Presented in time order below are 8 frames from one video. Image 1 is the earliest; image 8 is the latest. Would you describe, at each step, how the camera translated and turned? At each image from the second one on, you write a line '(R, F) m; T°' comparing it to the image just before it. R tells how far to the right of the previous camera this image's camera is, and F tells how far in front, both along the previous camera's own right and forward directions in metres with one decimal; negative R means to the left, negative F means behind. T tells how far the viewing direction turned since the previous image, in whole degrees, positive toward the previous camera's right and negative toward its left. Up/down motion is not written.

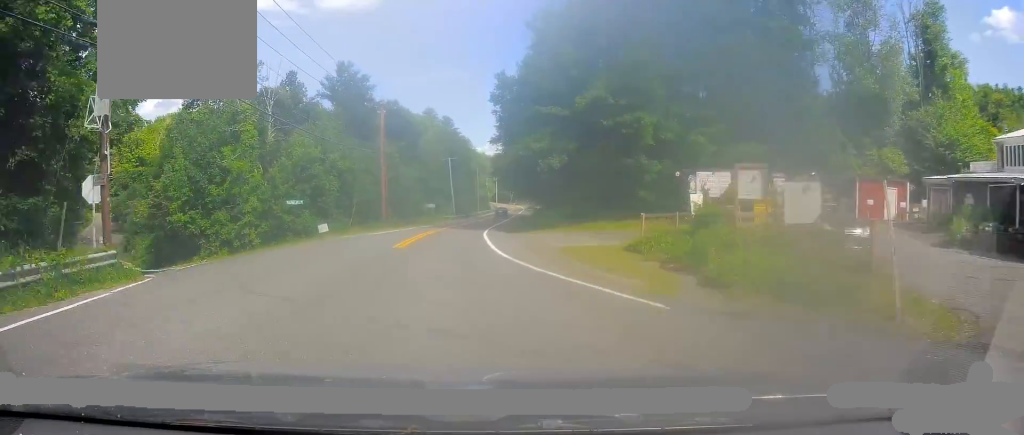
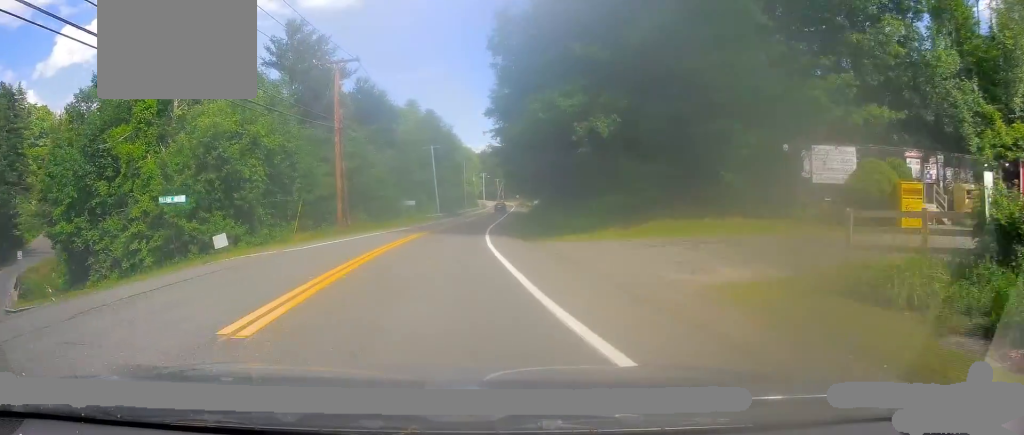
(0.0, +15.2) m; +1°
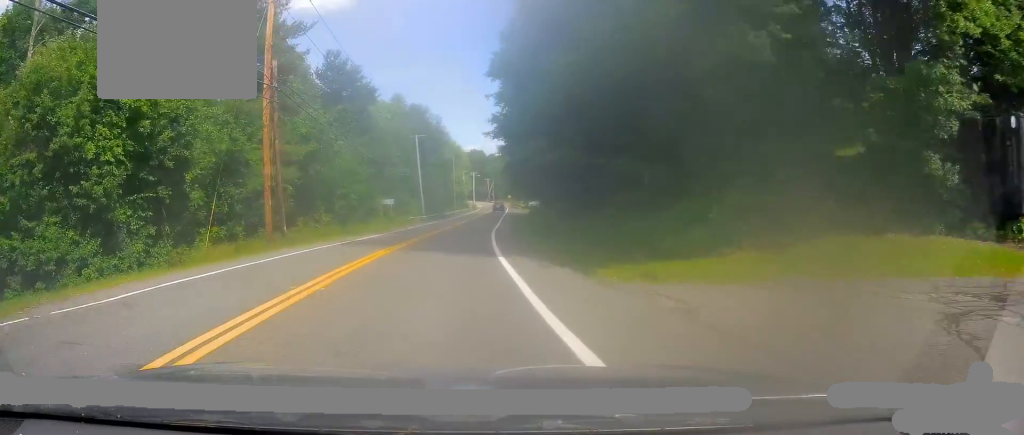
(+0.3, +13.3) m; +1°
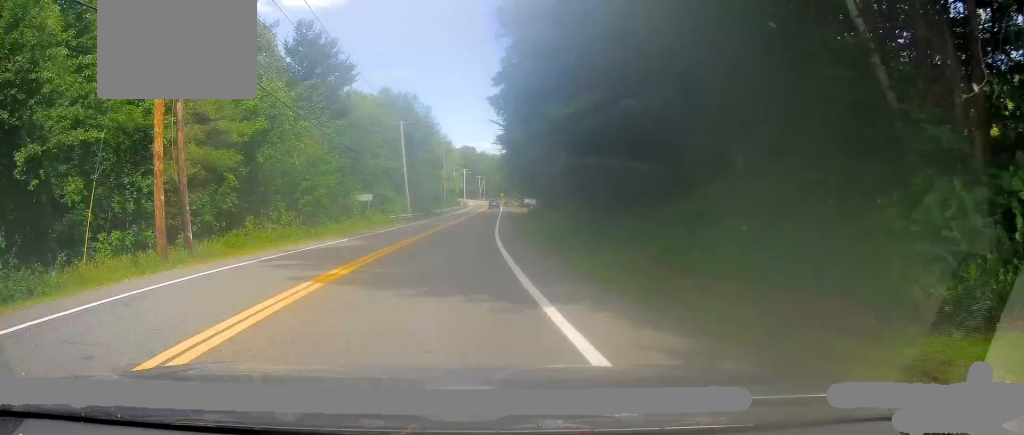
(+0.1, +8.6) m; +1°
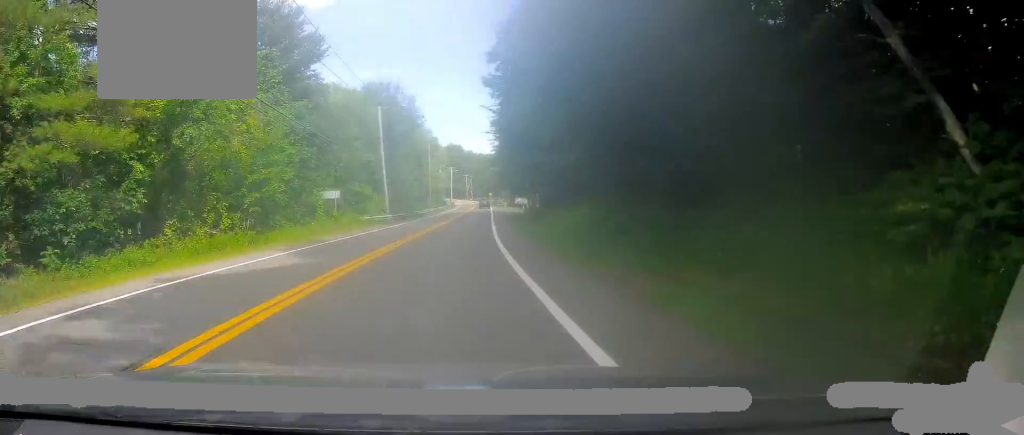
(0.0, +9.3) m; +1°
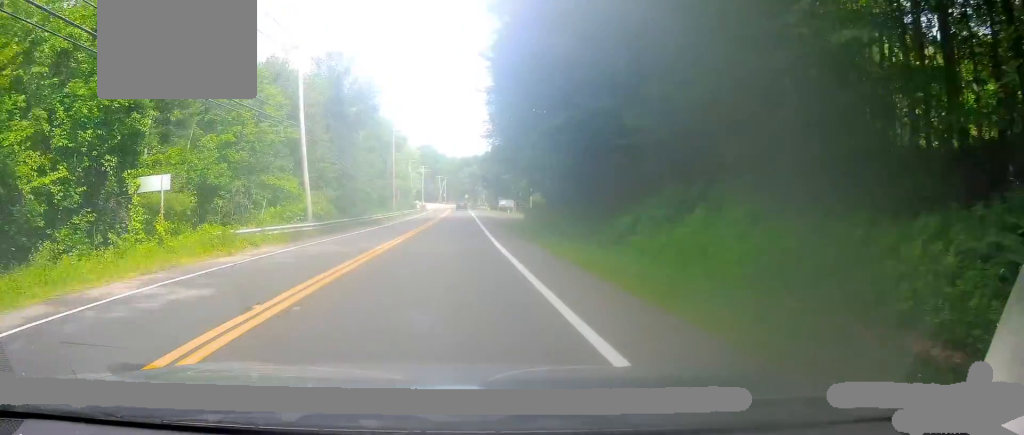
(+0.3, +21.5) m; +3°
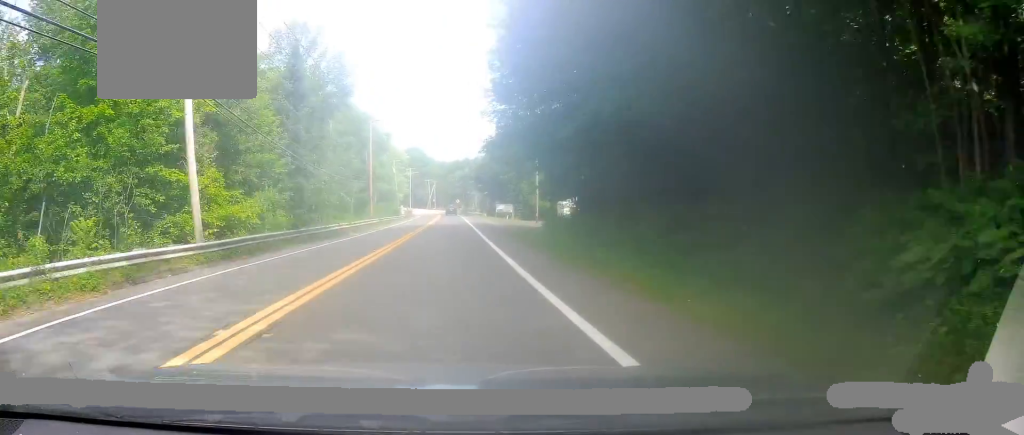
(+0.2, +12.9) m; +2°
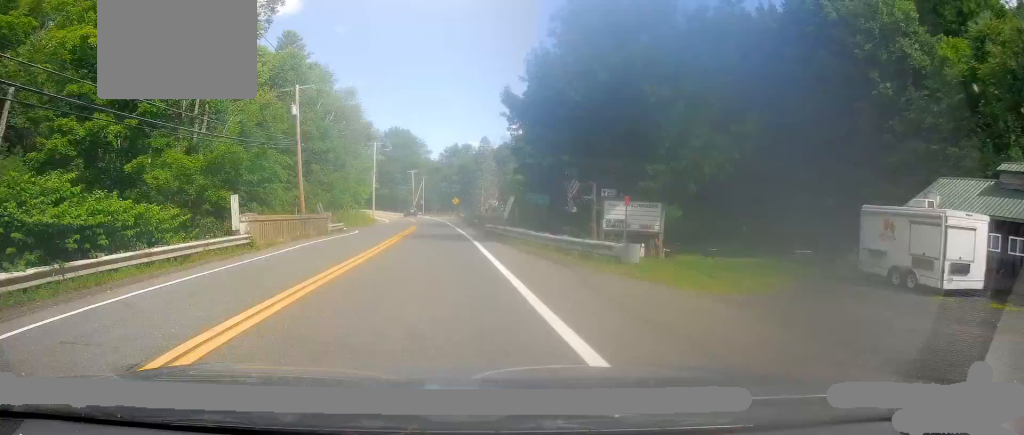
(+1.5, +64.7) m; +2°
